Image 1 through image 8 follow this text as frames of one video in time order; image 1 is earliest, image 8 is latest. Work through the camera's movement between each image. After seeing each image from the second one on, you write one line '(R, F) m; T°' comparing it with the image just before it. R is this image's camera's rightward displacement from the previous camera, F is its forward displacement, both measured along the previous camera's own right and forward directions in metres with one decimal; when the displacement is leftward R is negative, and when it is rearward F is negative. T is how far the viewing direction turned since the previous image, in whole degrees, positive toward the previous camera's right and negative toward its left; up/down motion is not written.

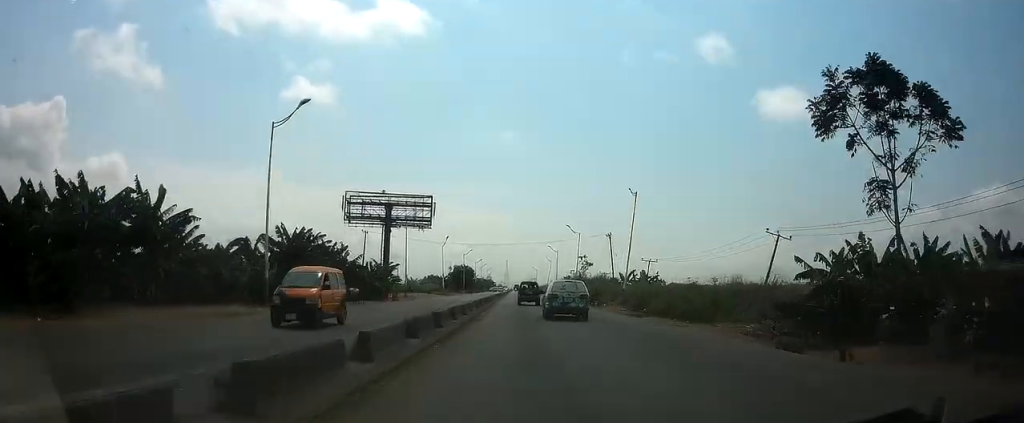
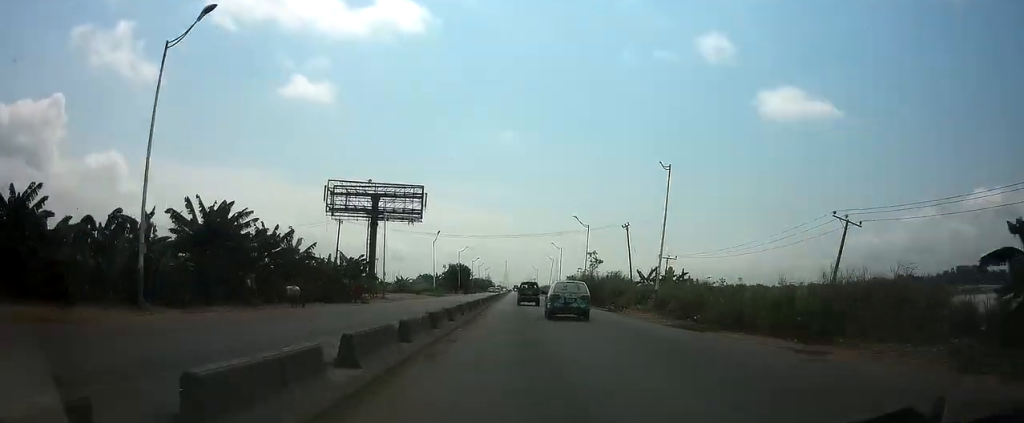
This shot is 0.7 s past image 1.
(0.0, +11.9) m; 0°
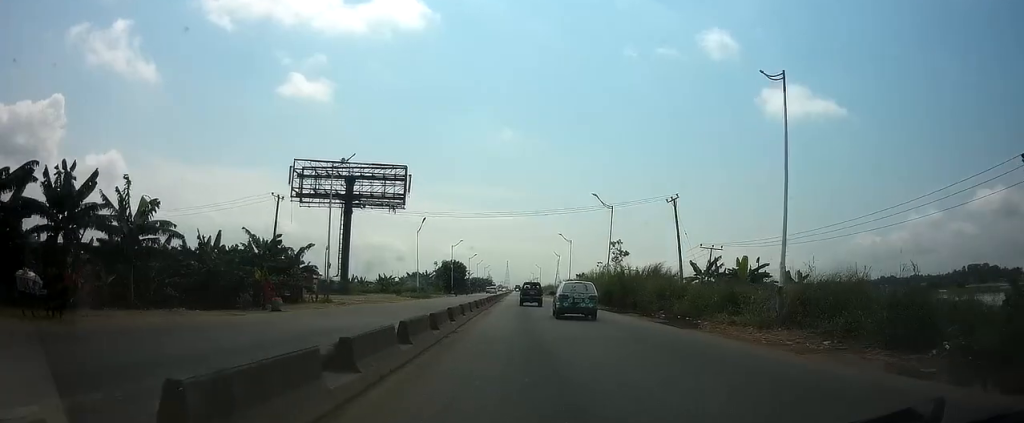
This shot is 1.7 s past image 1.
(0.0, +18.5) m; 0°
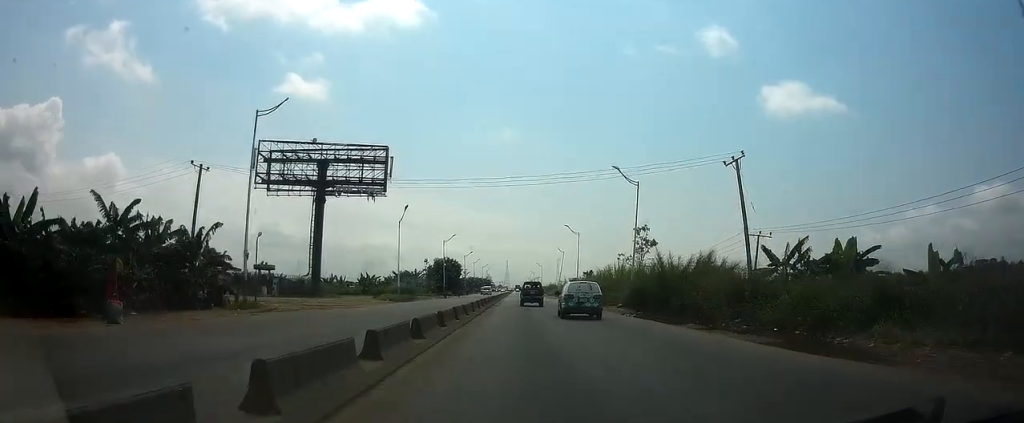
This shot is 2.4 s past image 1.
(0.0, +13.0) m; 0°
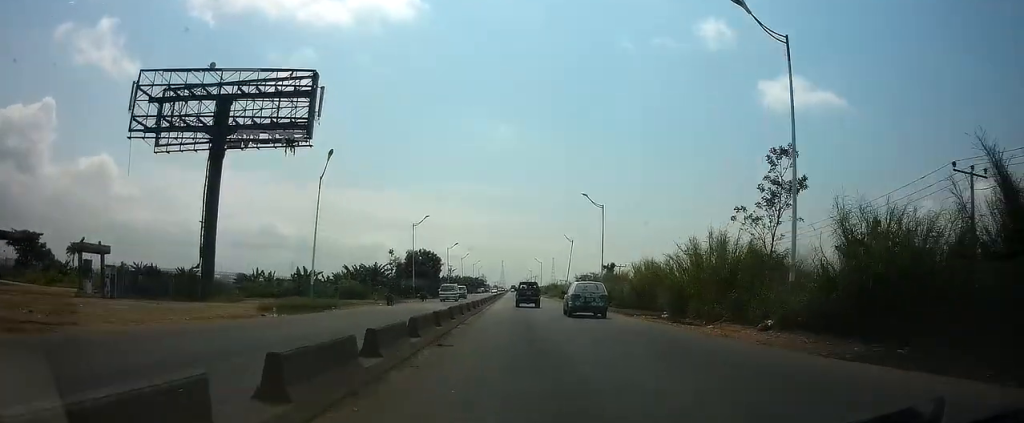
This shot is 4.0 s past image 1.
(+0.1, +28.4) m; 0°
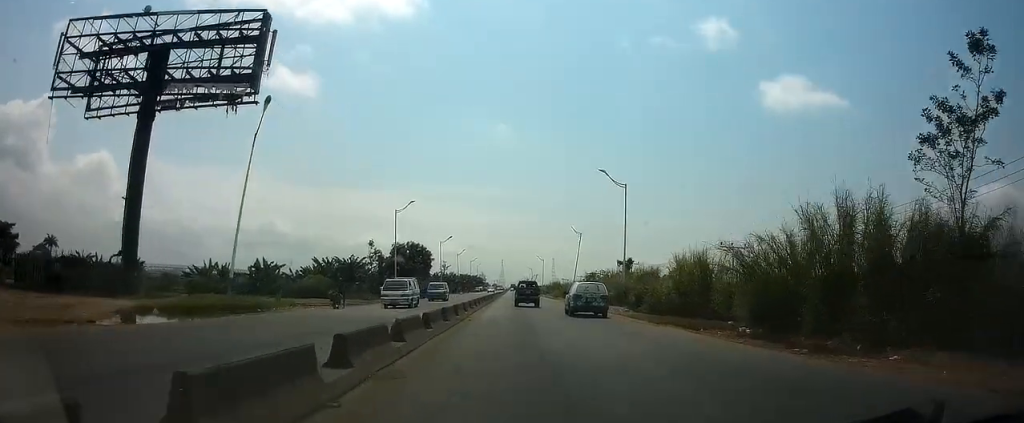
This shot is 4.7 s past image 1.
(0.0, +12.4) m; 0°
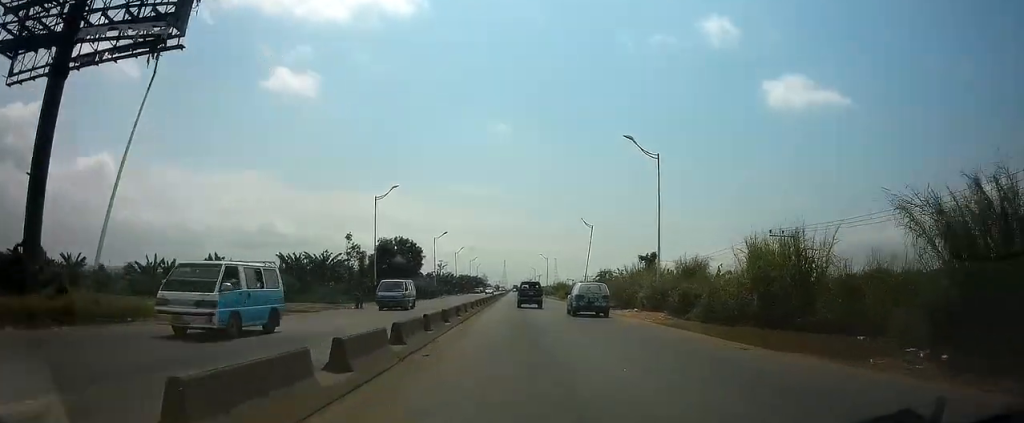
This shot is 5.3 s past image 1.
(0.0, +10.9) m; 0°
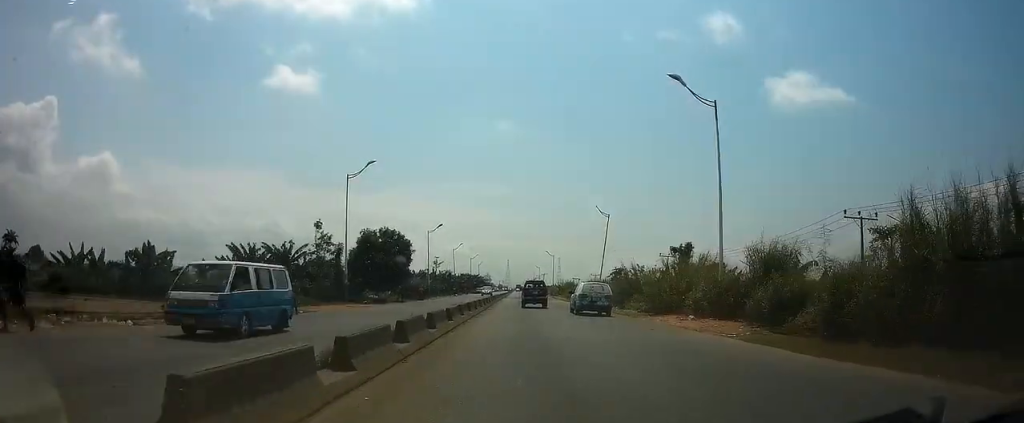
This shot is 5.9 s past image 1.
(+0.1, +10.9) m; 0°
